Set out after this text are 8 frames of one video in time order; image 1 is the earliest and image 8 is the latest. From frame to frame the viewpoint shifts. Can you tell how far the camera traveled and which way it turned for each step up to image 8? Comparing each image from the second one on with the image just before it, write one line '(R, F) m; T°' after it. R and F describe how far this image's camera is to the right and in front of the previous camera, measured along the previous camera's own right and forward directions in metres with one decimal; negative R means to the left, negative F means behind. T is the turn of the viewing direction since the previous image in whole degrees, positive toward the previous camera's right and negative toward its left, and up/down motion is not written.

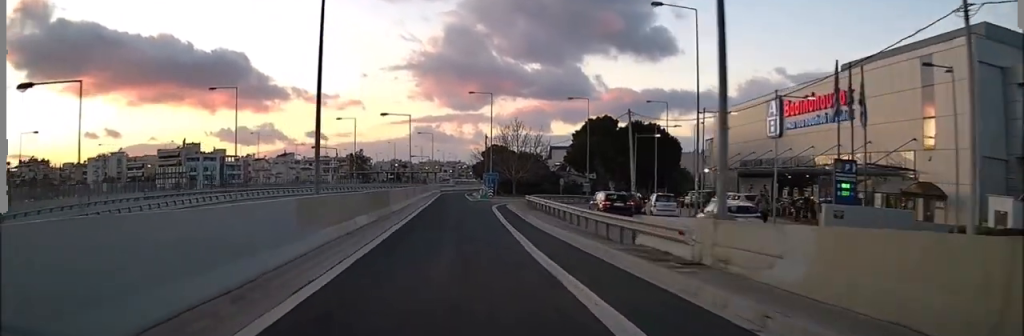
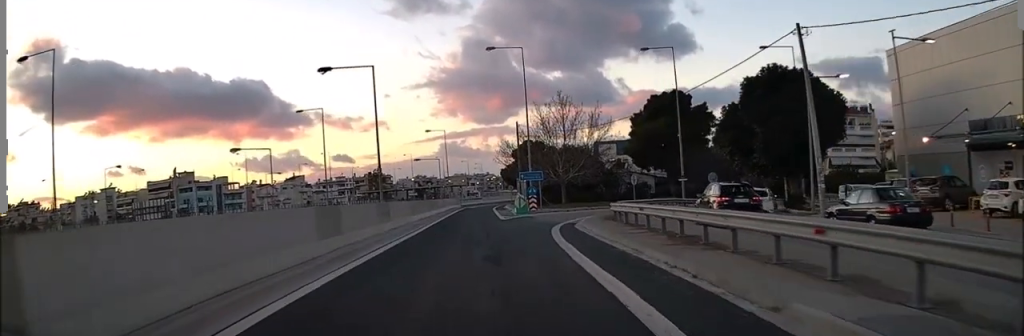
(-1.0, +30.7) m; -2°
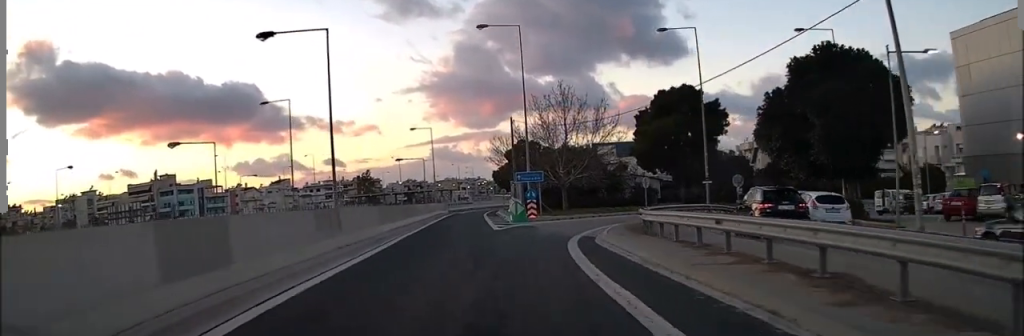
(0.0, +7.6) m; +1°
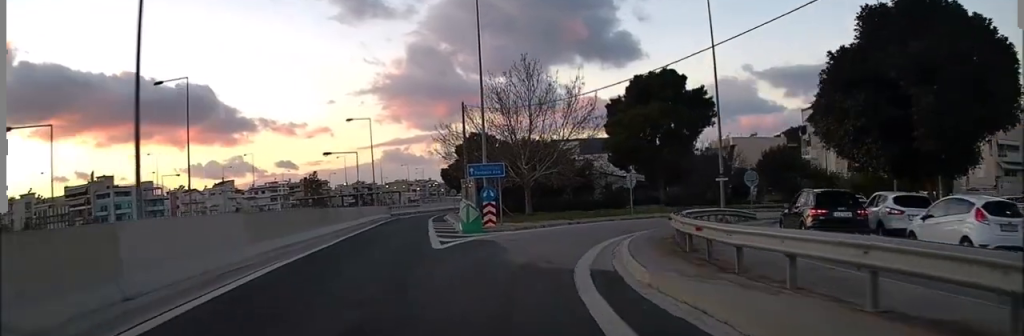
(+0.3, +10.6) m; +4°
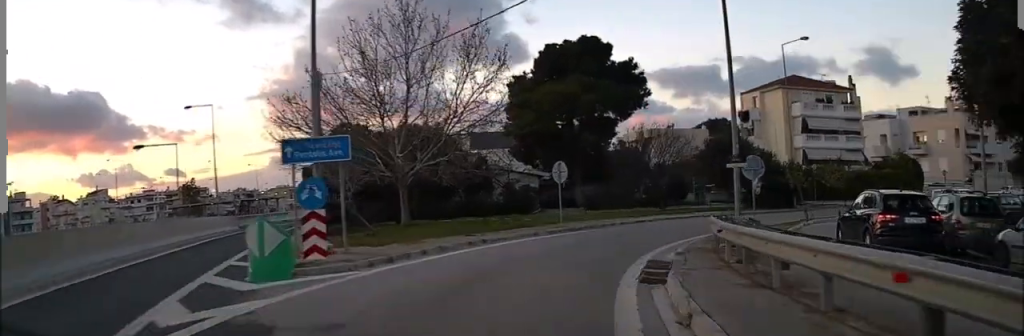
(+0.9, +13.4) m; +10°
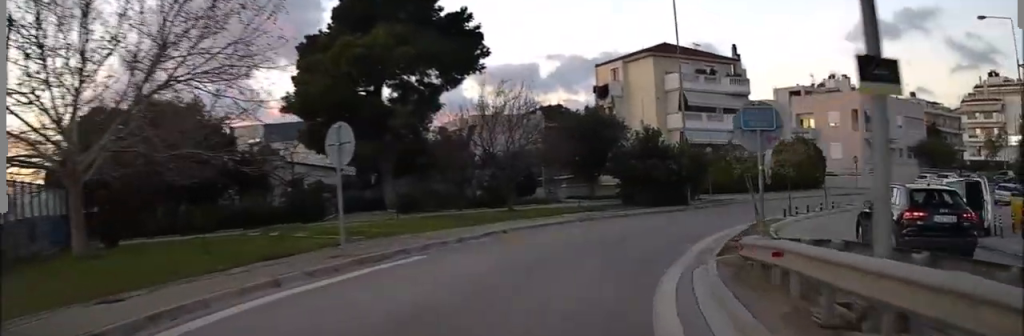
(+2.0, +14.0) m; +16°
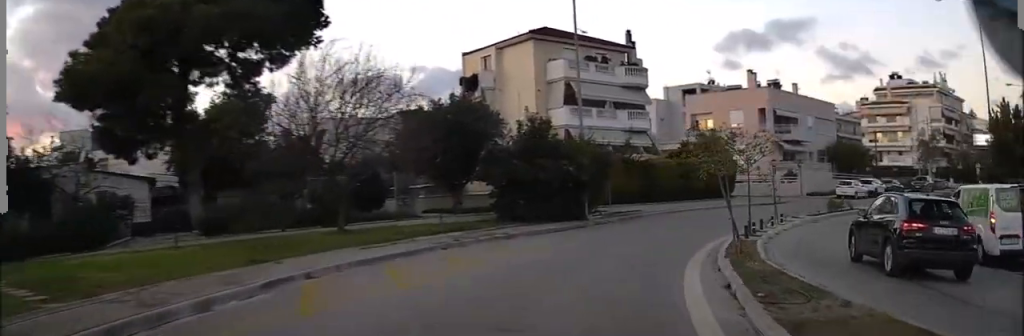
(+0.8, +8.9) m; +11°
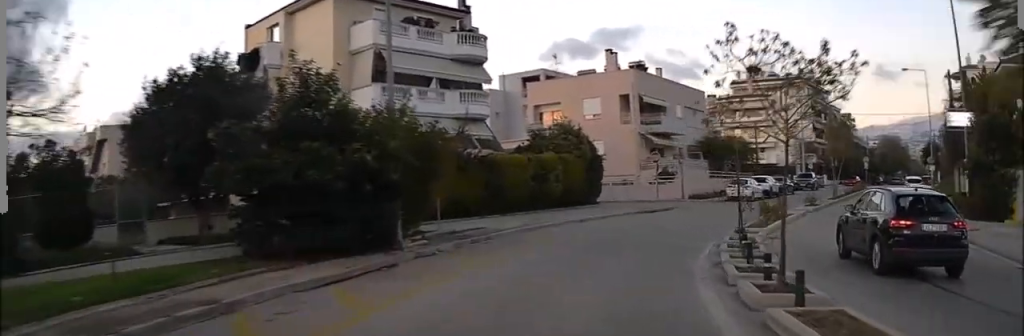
(+1.6, +11.4) m; +14°
